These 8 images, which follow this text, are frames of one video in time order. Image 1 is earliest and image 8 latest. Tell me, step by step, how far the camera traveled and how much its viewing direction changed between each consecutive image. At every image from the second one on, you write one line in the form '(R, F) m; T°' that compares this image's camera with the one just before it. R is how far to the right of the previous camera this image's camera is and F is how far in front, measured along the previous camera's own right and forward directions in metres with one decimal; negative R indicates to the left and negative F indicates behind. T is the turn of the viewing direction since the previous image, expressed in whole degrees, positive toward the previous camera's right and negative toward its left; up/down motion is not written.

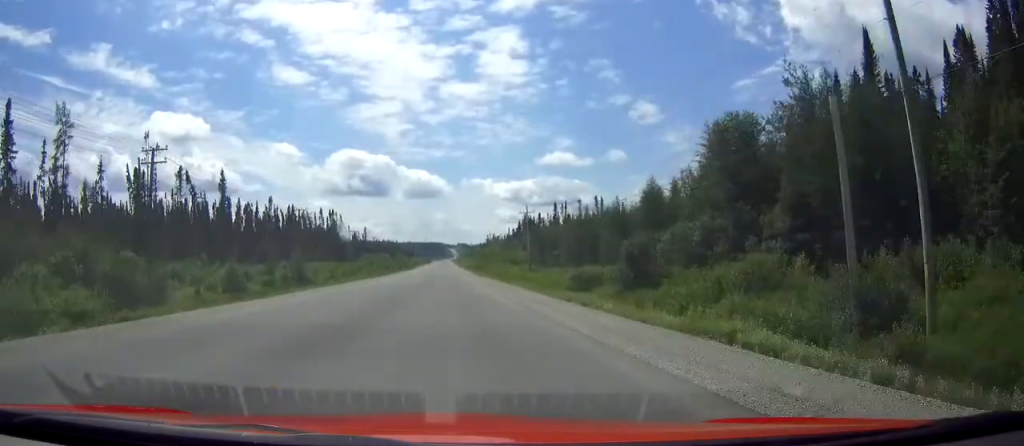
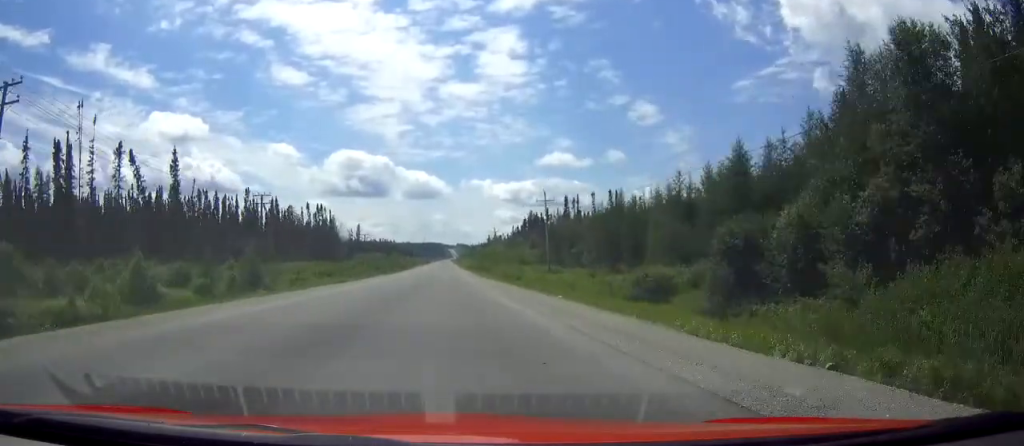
(-0.1, +20.7) m; 0°
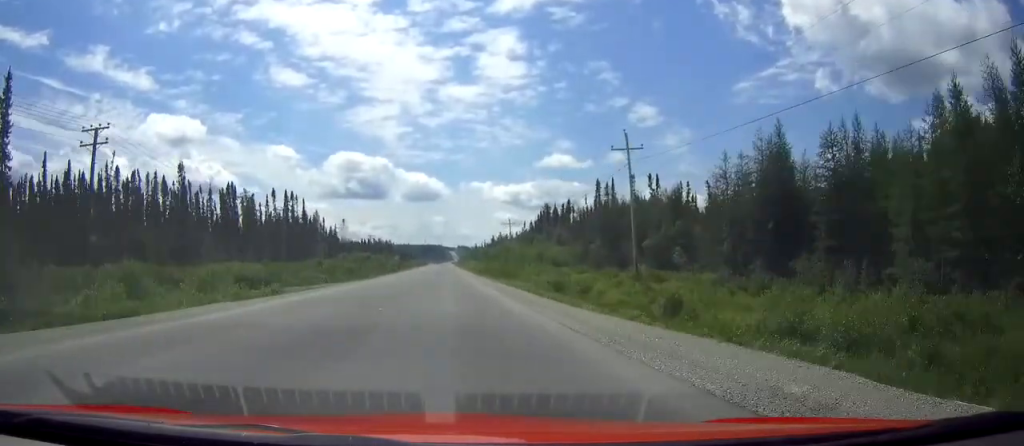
(+0.1, +41.3) m; 0°
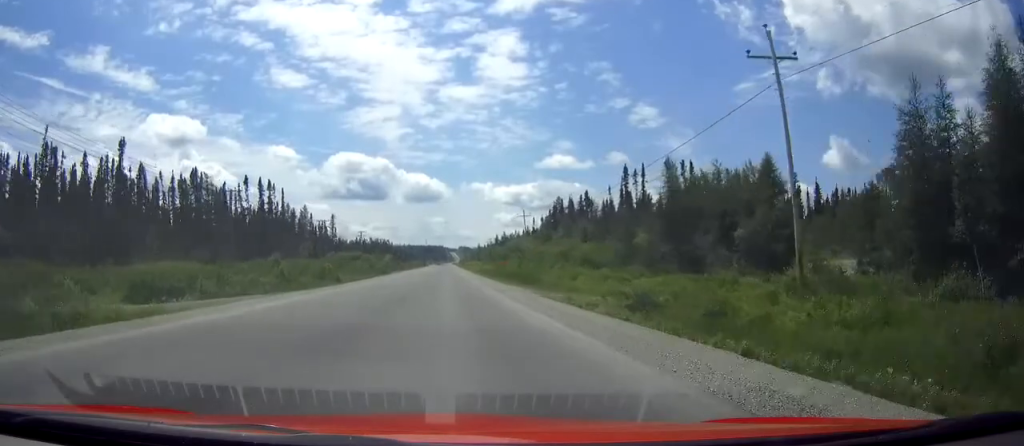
(0.0, +23.7) m; 0°
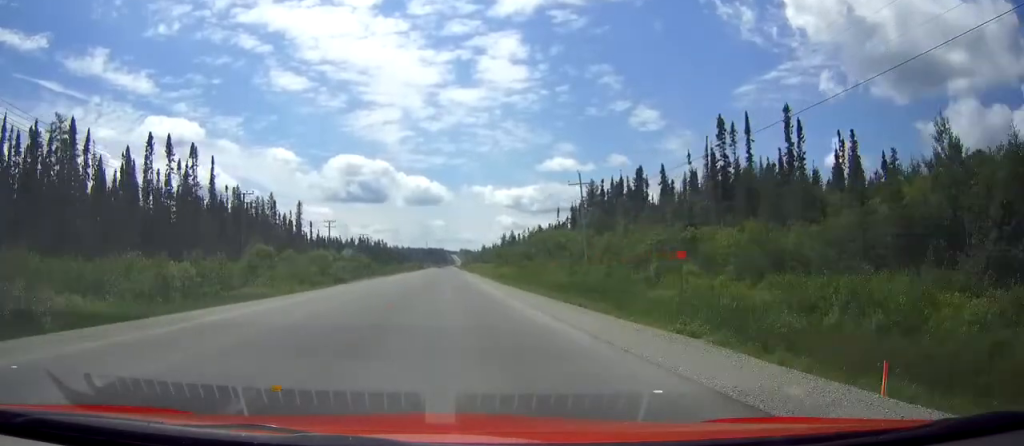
(-0.1, +48.2) m; 0°
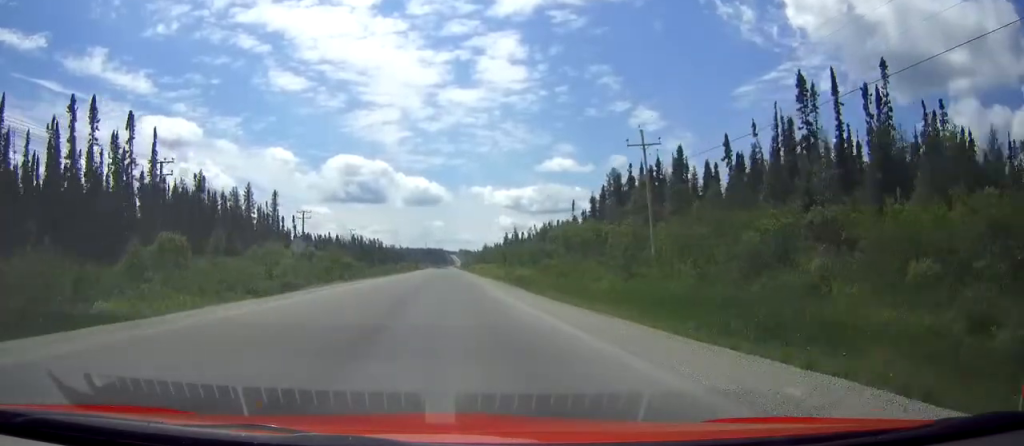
(0.0, +22.5) m; 0°
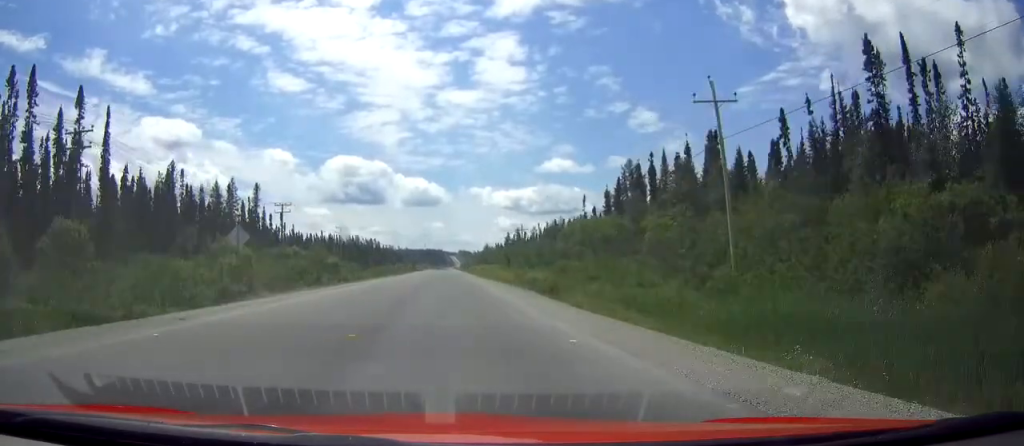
(0.0, +13.3) m; 0°
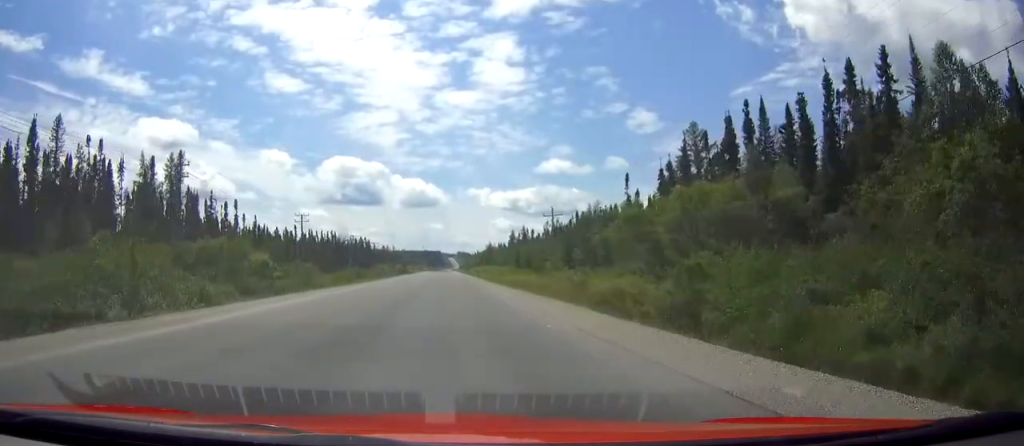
(0.0, +36.8) m; 0°
